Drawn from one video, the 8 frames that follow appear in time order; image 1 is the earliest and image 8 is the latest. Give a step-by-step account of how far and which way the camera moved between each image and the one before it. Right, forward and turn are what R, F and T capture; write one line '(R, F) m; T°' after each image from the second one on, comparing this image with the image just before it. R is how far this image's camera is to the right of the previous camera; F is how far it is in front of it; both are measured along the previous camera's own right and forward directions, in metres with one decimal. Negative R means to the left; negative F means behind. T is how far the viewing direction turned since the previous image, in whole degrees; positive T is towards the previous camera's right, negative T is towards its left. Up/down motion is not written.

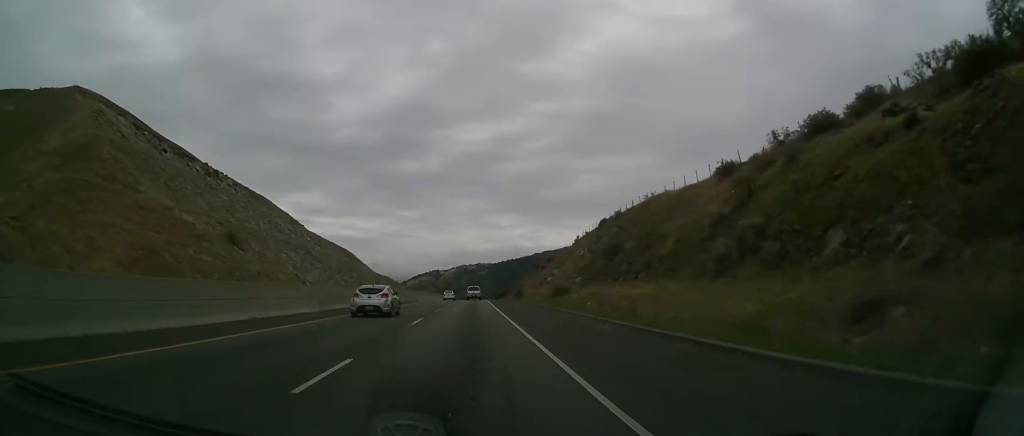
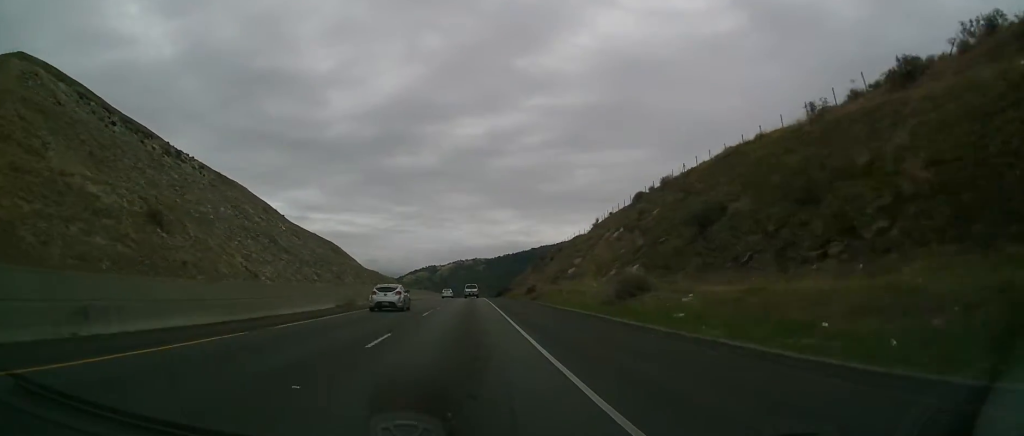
(+0.3, +23.1) m; 0°
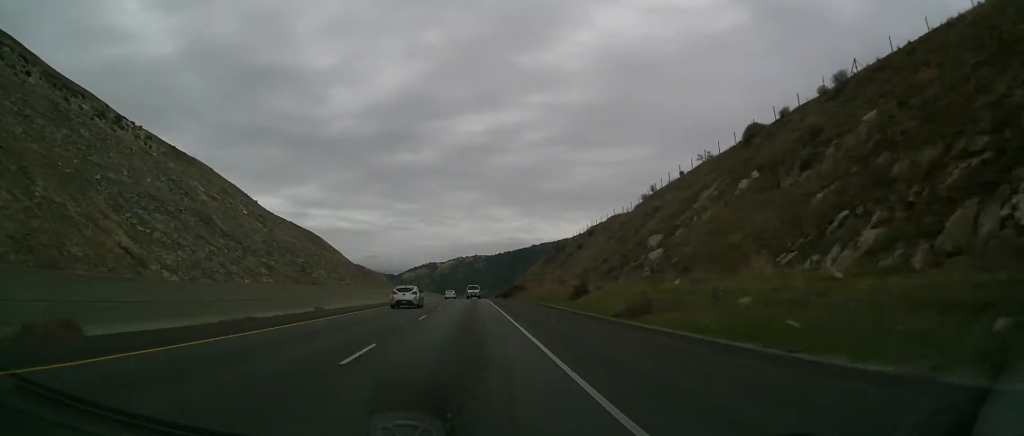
(-0.2, +31.8) m; 0°
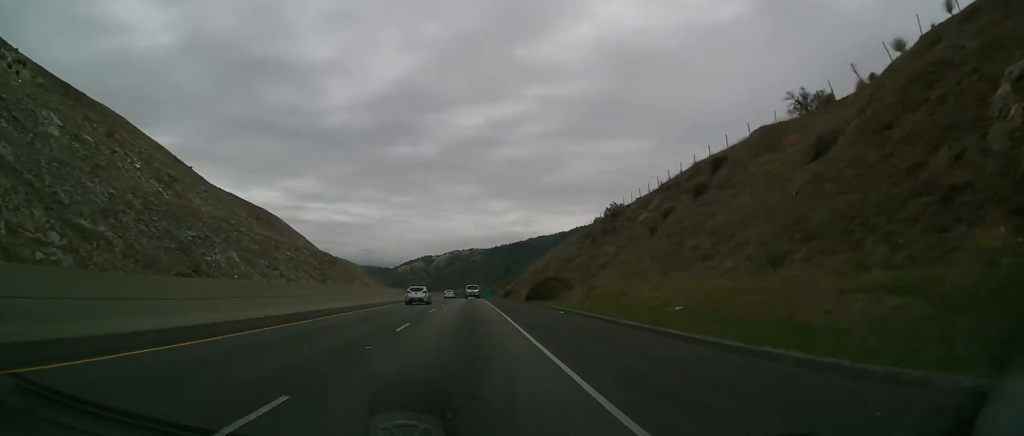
(+0.5, +50.3) m; +1°
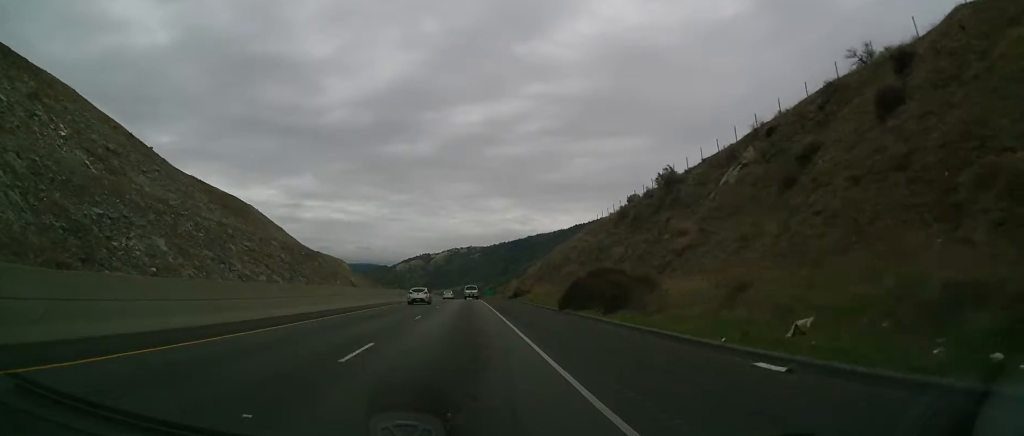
(0.0, +22.0) m; +1°
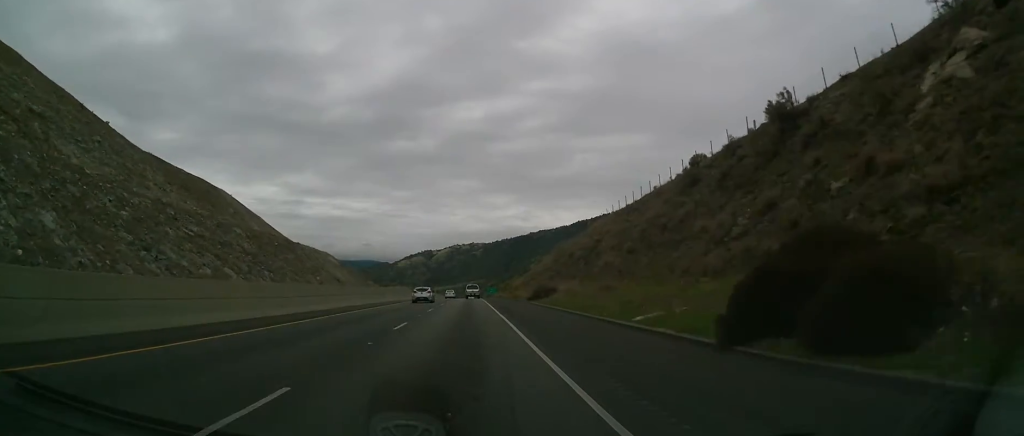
(+0.5, +21.1) m; 0°
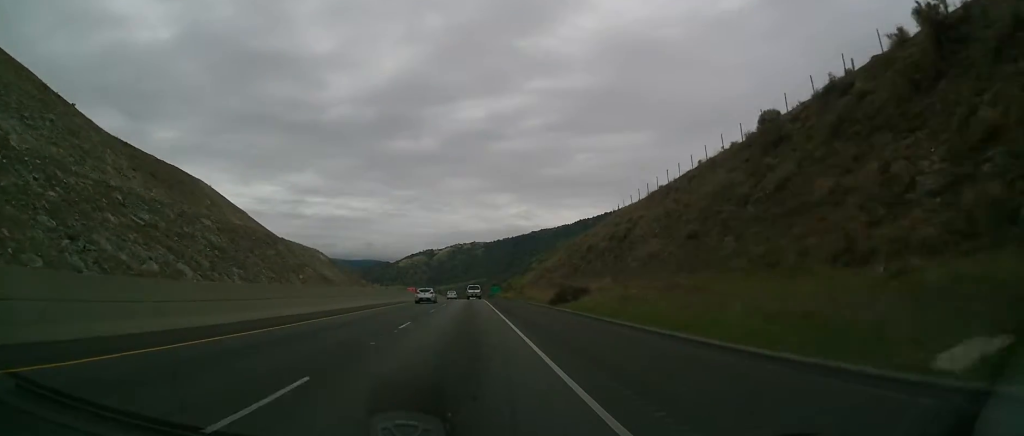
(-0.2, +13.6) m; -1°
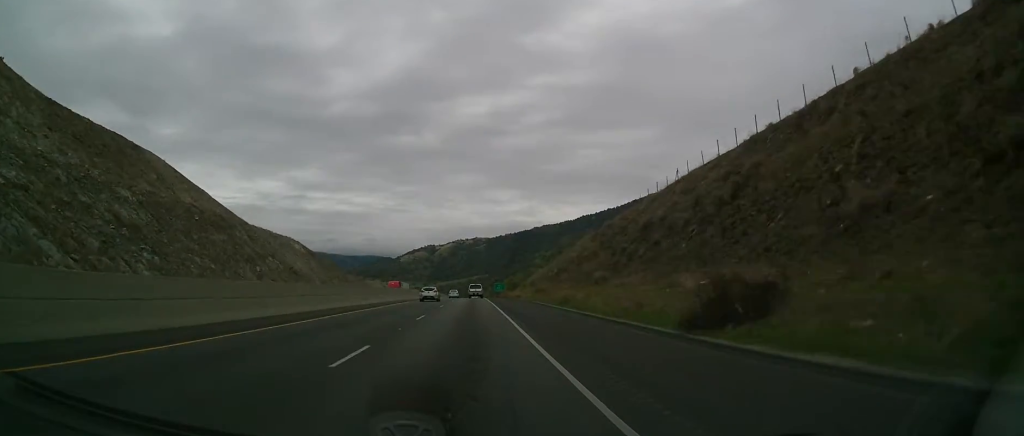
(-0.4, +24.3) m; -2°
